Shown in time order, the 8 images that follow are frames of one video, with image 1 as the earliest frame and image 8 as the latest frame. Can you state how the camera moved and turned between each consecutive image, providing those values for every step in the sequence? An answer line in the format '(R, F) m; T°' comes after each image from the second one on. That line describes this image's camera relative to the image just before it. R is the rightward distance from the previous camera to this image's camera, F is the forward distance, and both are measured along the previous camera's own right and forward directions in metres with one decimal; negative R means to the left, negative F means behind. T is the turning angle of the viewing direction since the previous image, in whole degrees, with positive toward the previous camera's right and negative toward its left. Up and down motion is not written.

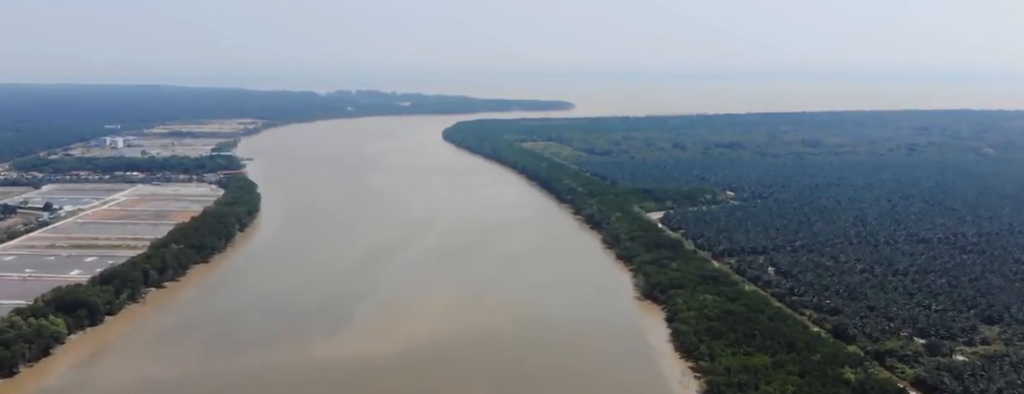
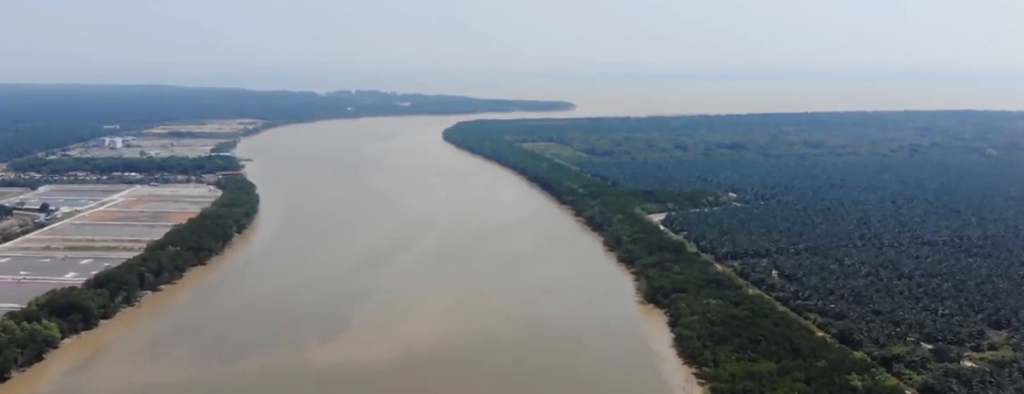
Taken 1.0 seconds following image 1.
(-0.2, +8.0) m; -1°
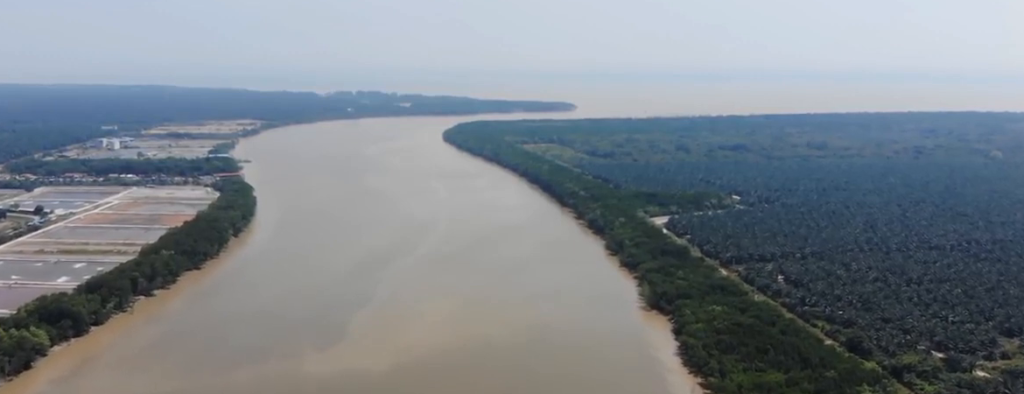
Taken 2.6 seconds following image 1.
(0.0, +12.3) m; 0°
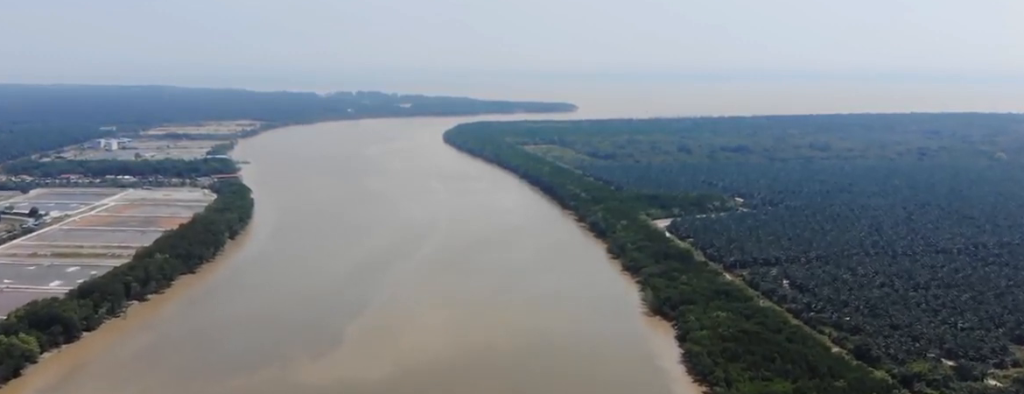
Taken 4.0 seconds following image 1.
(0.0, +10.9) m; 0°
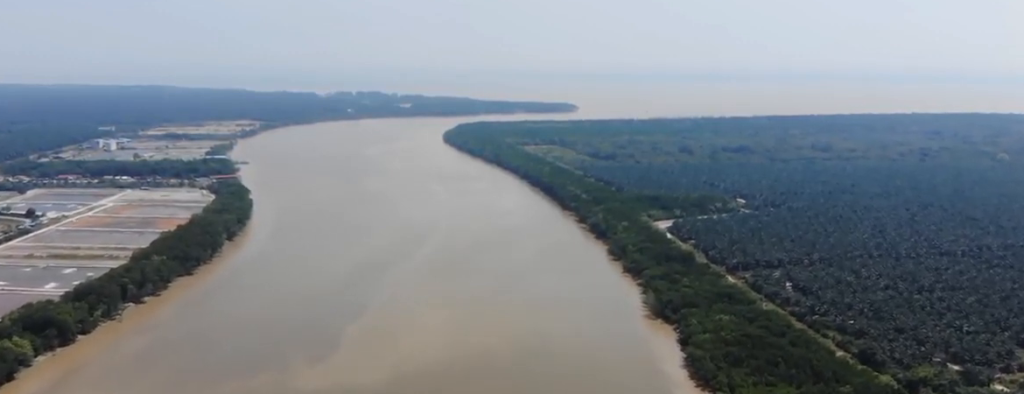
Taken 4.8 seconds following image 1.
(0.0, +6.2) m; 0°
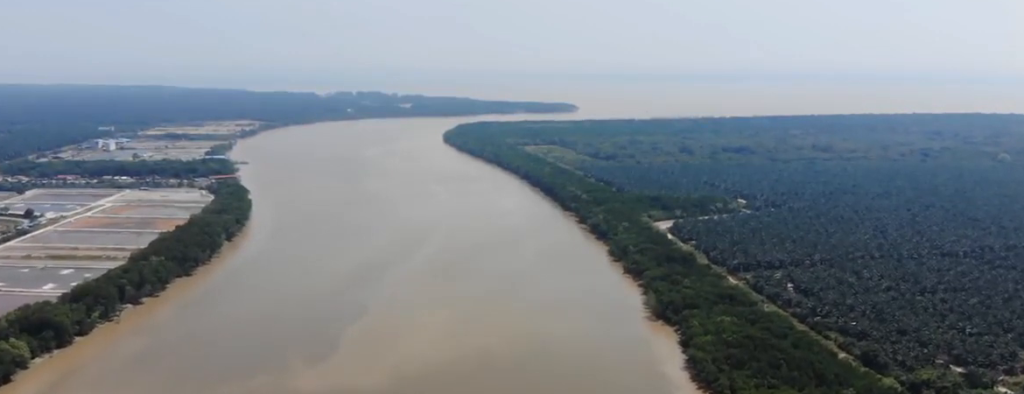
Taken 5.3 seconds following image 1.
(0.0, +3.2) m; 0°
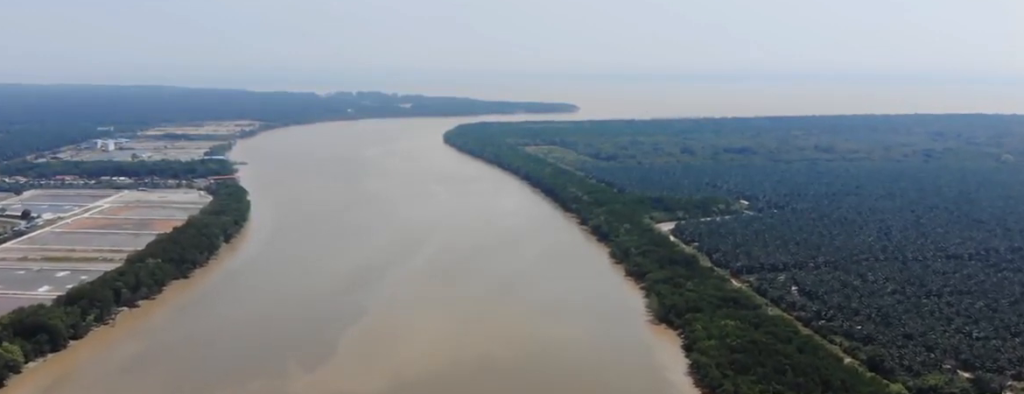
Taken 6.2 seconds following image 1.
(0.0, +7.1) m; 0°
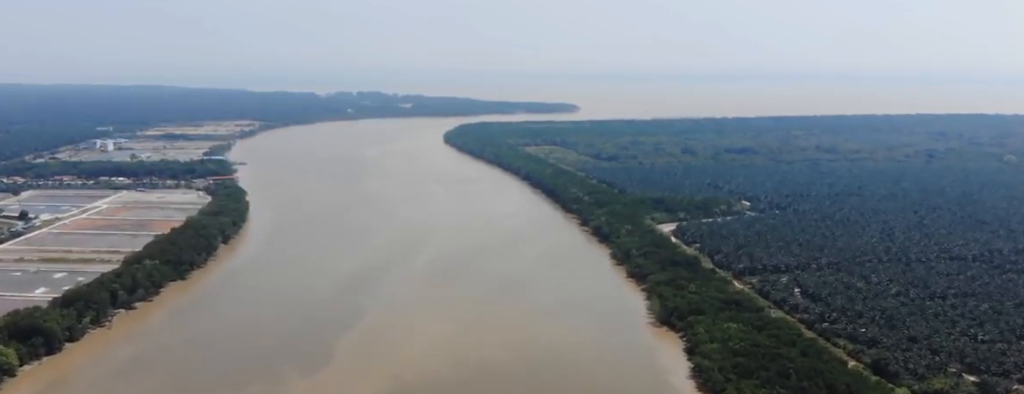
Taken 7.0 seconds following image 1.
(0.0, +5.4) m; 0°
